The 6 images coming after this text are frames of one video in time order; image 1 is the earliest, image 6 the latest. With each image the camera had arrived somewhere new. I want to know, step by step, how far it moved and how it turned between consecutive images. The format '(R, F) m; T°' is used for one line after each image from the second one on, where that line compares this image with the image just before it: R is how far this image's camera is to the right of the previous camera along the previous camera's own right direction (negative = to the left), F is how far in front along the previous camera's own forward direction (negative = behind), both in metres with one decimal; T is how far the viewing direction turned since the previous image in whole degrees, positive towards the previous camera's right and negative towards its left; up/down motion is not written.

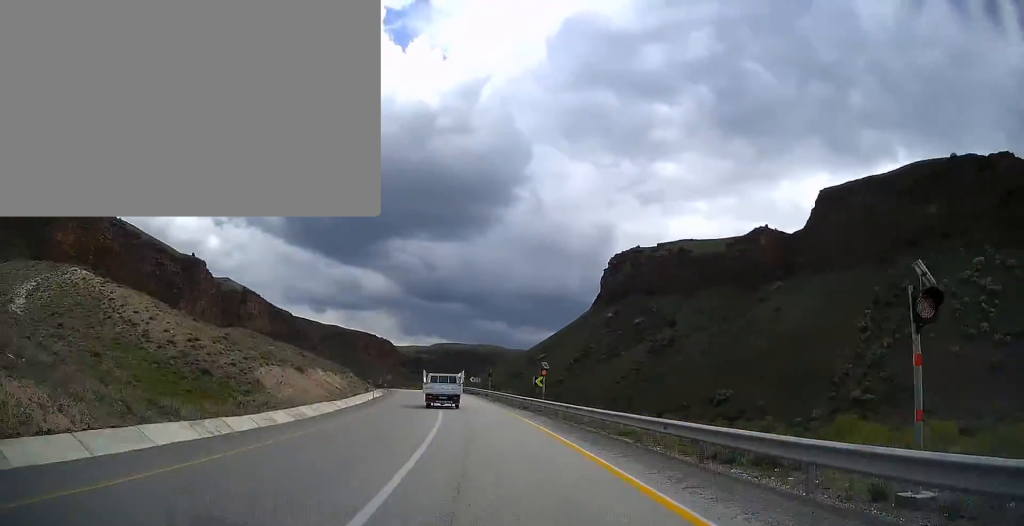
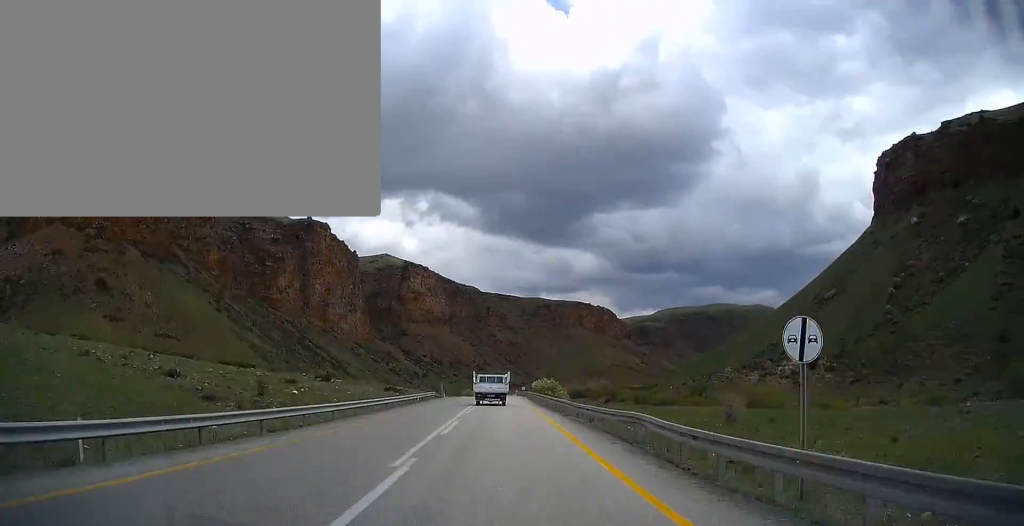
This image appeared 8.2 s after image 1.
(-13.1, +136.7) m; -7°
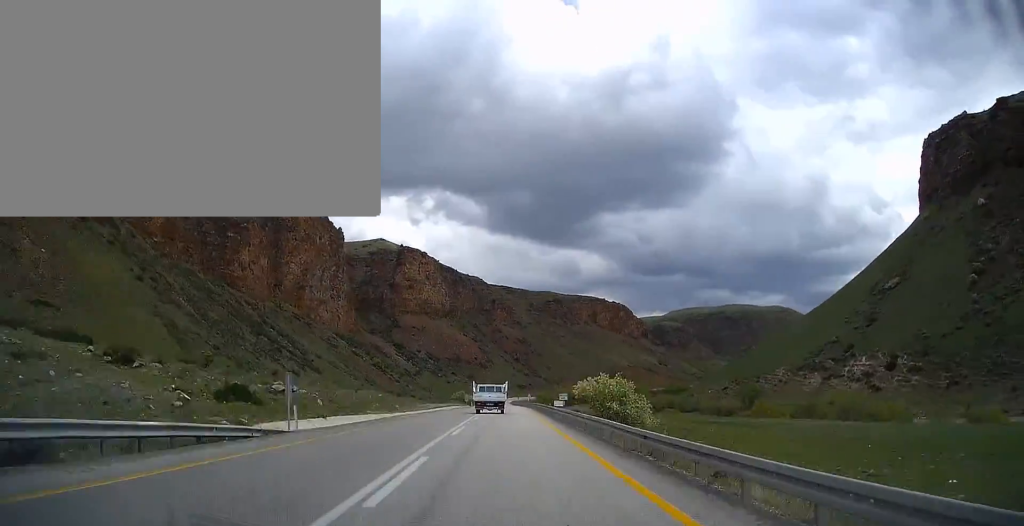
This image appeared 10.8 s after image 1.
(-0.1, +45.7) m; 0°
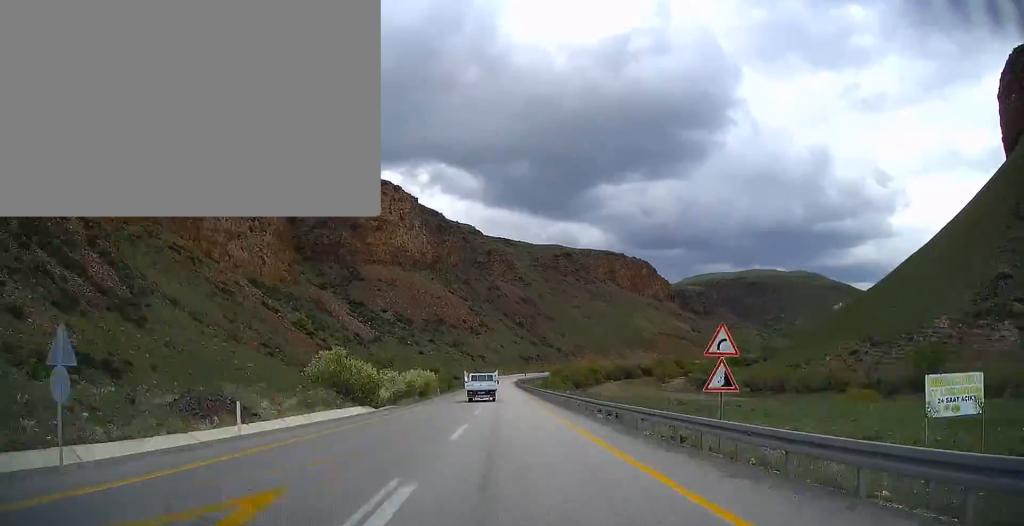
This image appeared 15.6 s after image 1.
(+0.4, +88.2) m; +3°
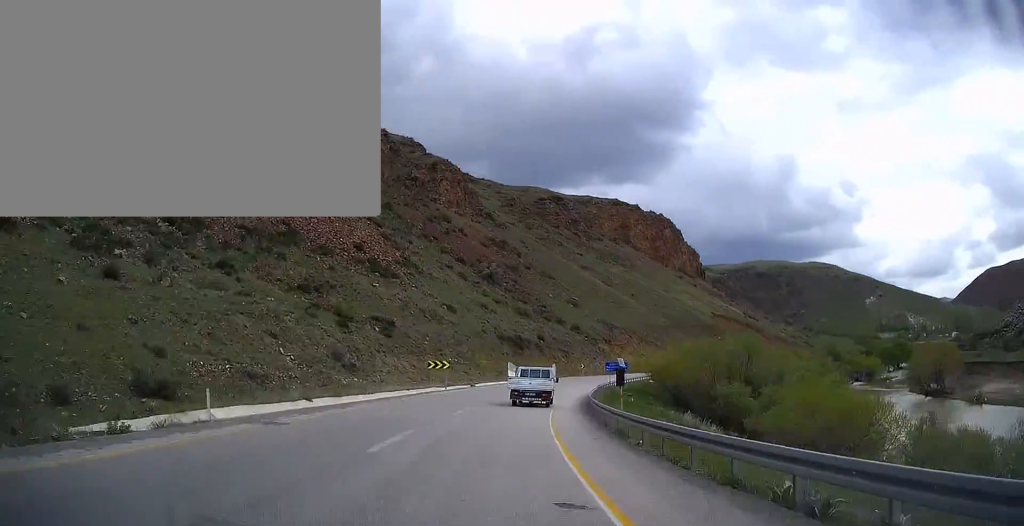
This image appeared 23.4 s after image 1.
(+12.2, +151.9) m; +17°
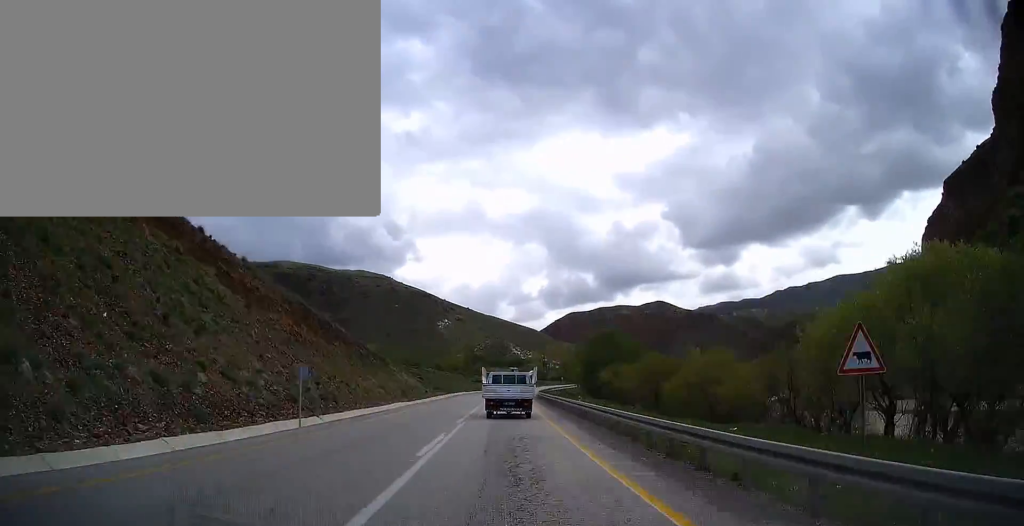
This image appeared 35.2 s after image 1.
(+75.5, +221.4) m; +34°
